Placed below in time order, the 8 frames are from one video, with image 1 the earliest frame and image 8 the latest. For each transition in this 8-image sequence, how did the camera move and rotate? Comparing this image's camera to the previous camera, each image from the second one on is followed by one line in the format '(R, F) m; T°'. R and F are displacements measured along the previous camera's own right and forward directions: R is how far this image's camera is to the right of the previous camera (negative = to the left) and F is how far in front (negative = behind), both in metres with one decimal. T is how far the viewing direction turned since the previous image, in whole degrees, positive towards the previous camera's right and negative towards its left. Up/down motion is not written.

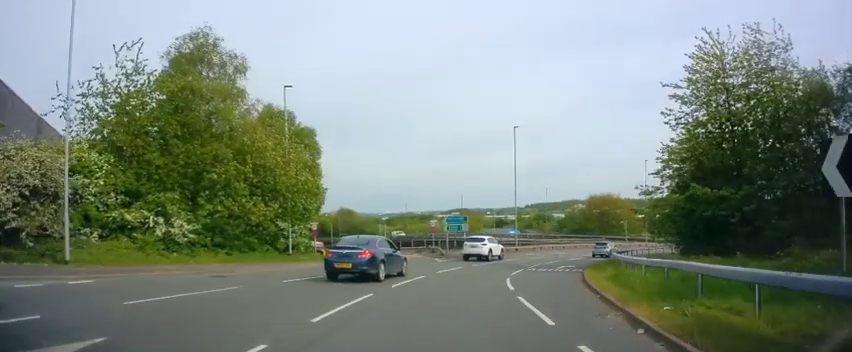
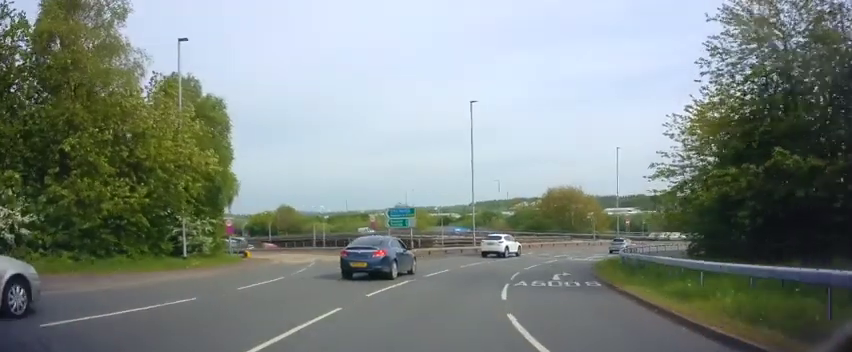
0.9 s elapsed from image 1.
(+0.4, +8.5) m; +8°
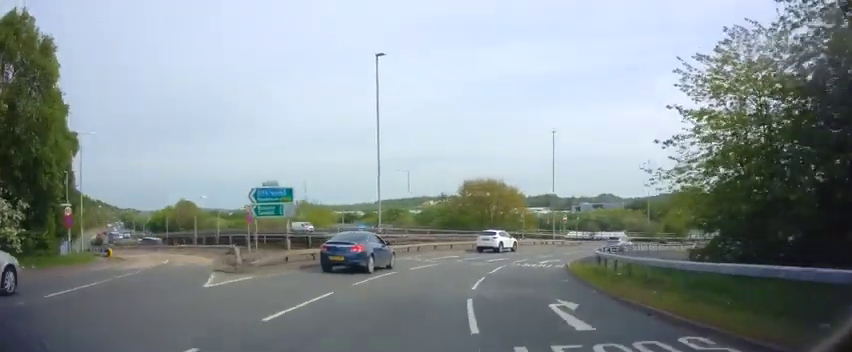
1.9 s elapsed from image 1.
(+1.0, +10.1) m; +11°
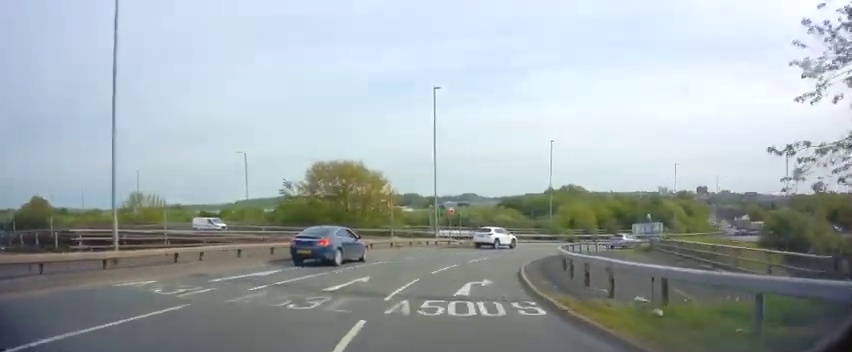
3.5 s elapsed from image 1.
(+2.3, +15.5) m; +17°
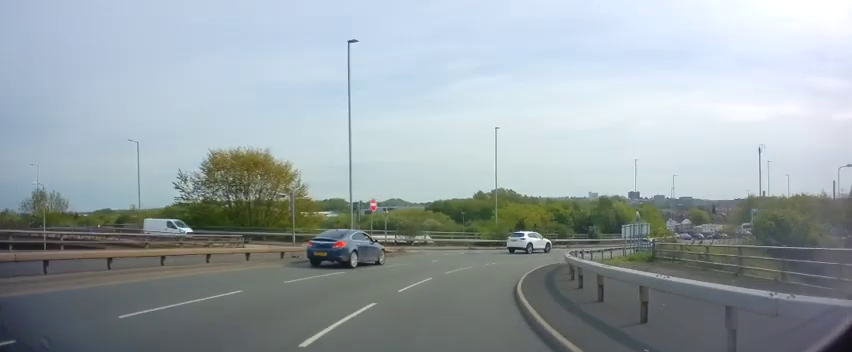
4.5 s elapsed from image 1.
(+0.8, +10.2) m; +9°
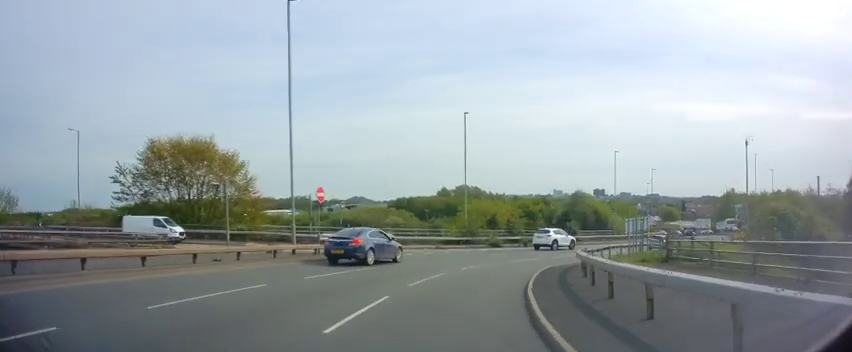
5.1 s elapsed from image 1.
(+0.4, +5.2) m; +3°
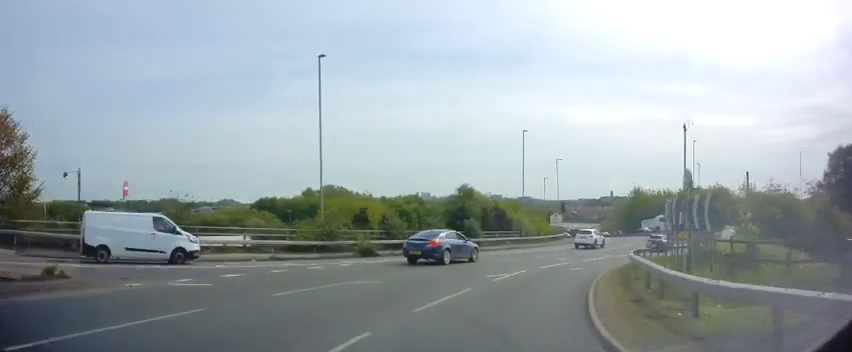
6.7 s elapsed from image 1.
(+1.3, +15.2) m; +15°
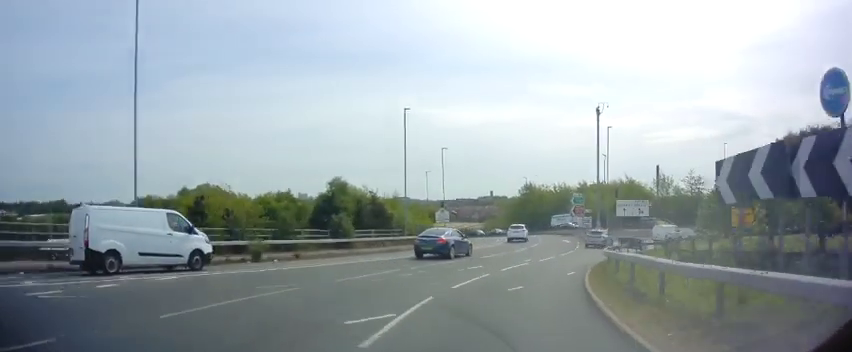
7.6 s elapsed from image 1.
(+1.2, +8.7) m; +16°
